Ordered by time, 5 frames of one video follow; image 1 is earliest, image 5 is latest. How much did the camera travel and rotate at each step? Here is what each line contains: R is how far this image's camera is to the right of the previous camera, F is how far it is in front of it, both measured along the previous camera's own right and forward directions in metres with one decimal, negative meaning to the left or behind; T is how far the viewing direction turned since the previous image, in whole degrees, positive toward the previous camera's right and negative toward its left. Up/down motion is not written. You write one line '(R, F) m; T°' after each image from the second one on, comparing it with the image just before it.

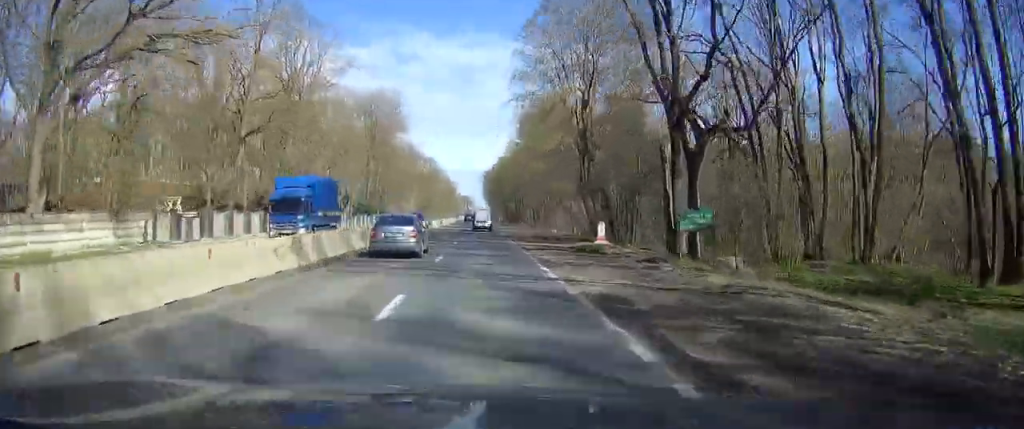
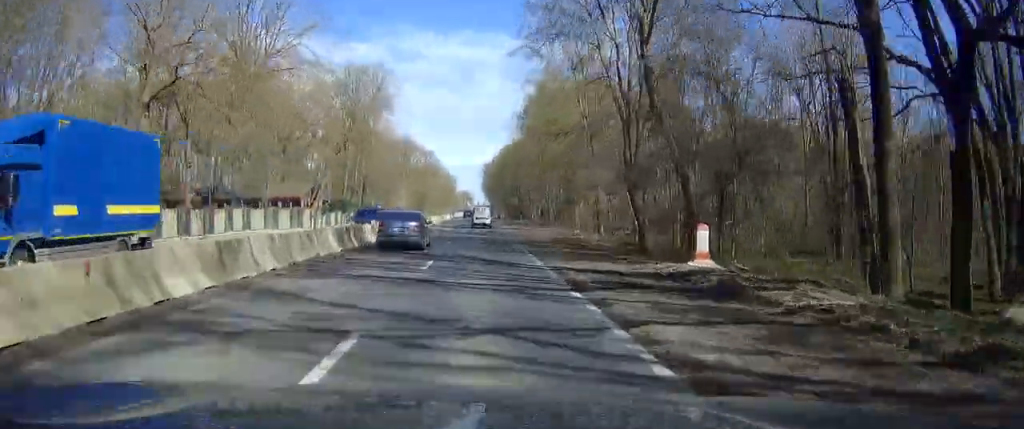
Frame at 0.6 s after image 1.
(-0.1, +16.6) m; 0°
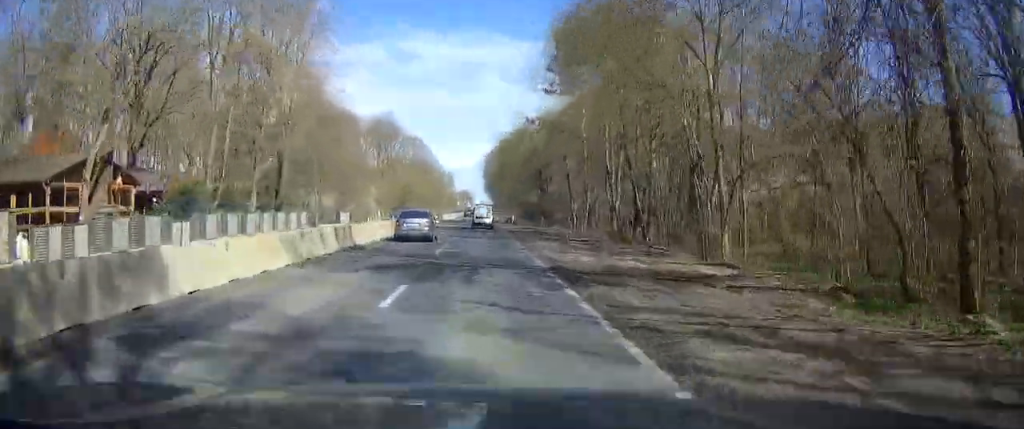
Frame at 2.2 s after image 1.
(-0.2, +43.2) m; 0°
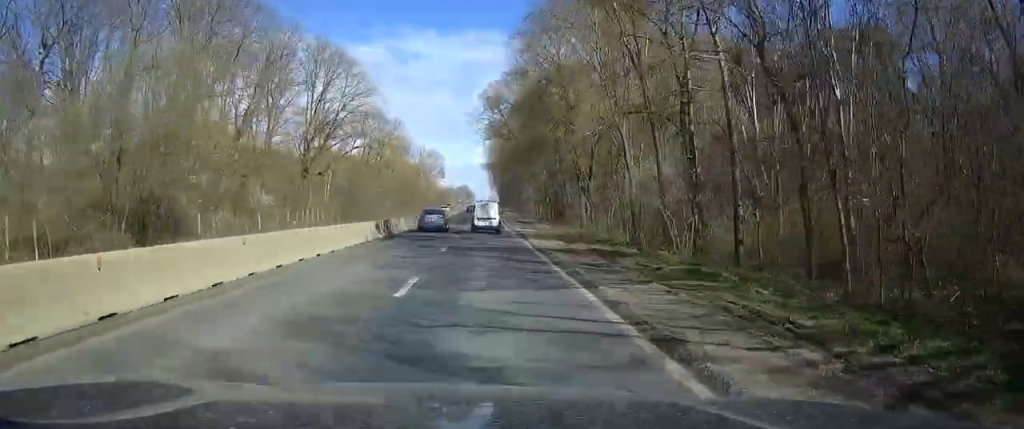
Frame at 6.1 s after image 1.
(-0.6, +107.8) m; 0°
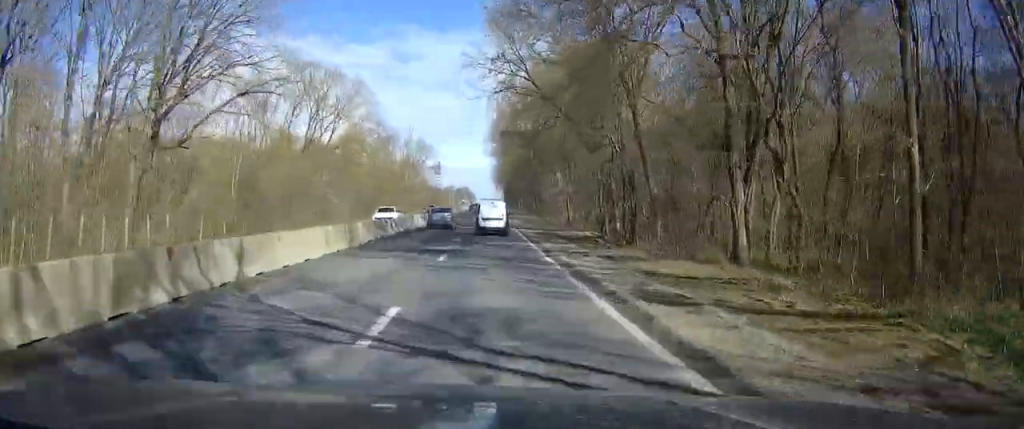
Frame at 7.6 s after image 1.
(0.0, +40.0) m; 0°
